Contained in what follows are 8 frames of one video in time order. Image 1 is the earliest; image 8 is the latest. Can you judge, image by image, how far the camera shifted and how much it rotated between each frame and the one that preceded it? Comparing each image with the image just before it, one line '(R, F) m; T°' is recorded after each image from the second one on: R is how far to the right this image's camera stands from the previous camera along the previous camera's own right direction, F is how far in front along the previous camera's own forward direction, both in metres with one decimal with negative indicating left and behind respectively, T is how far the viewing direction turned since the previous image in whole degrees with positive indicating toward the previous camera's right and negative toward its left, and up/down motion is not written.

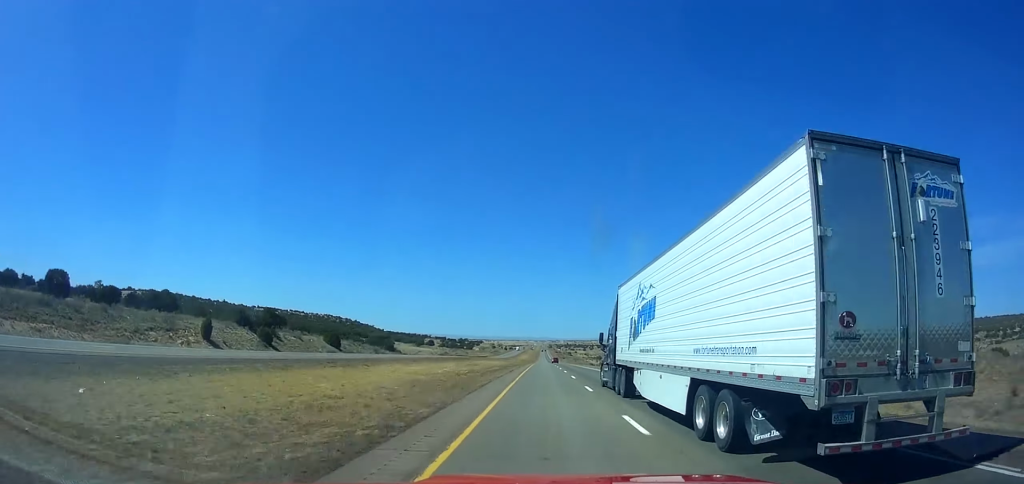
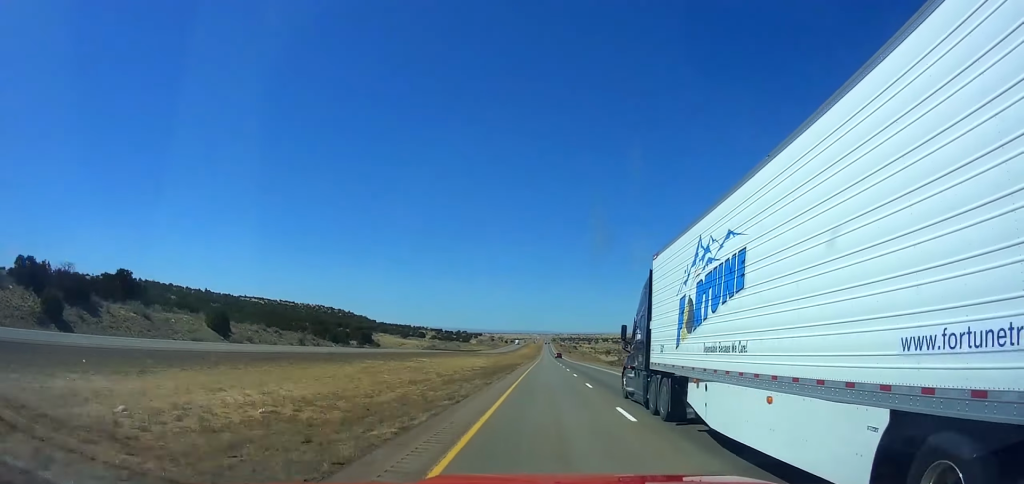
(+0.1, +46.3) m; 0°
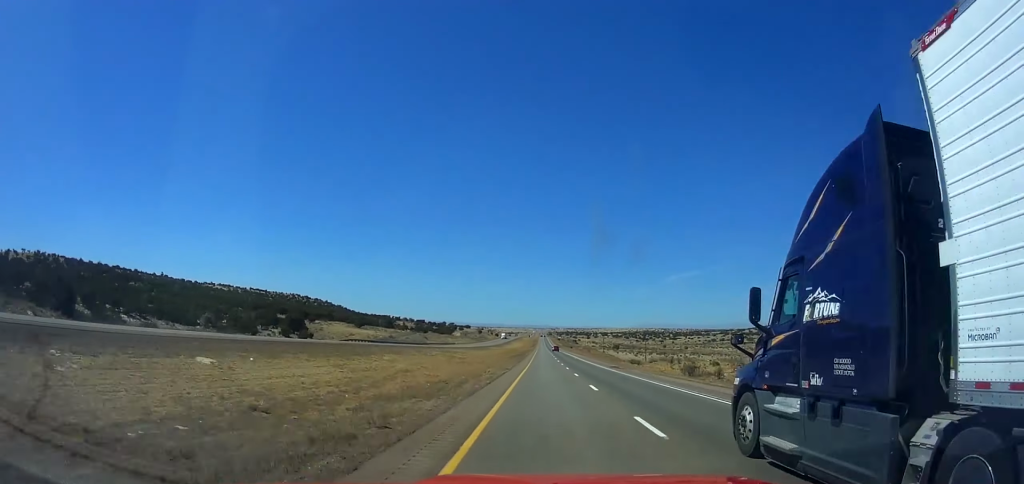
(-0.2, +75.1) m; 0°
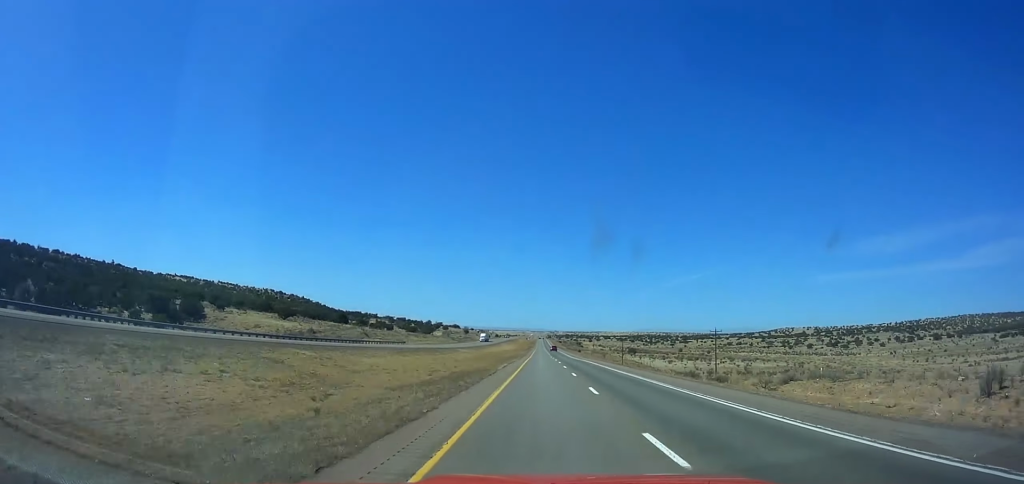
(-0.7, +75.4) m; 0°
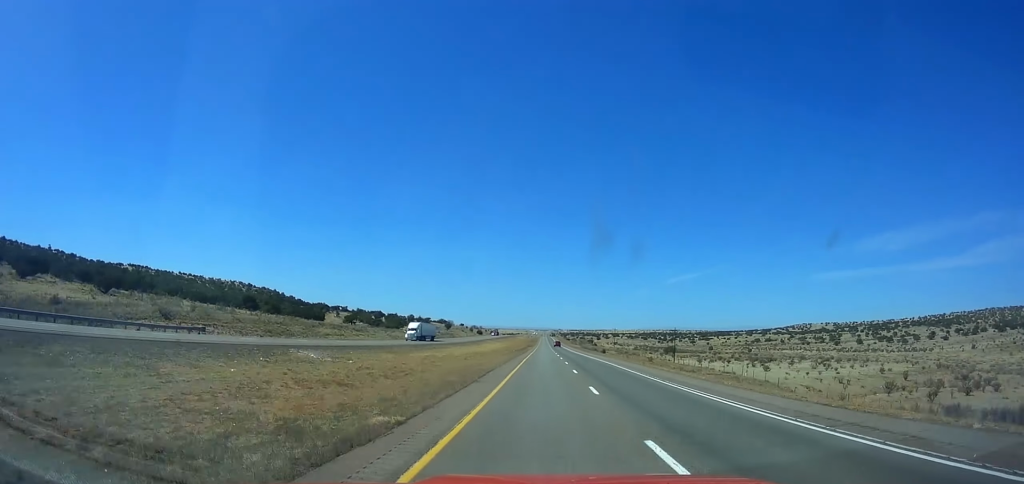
(+0.7, +86.2) m; 0°
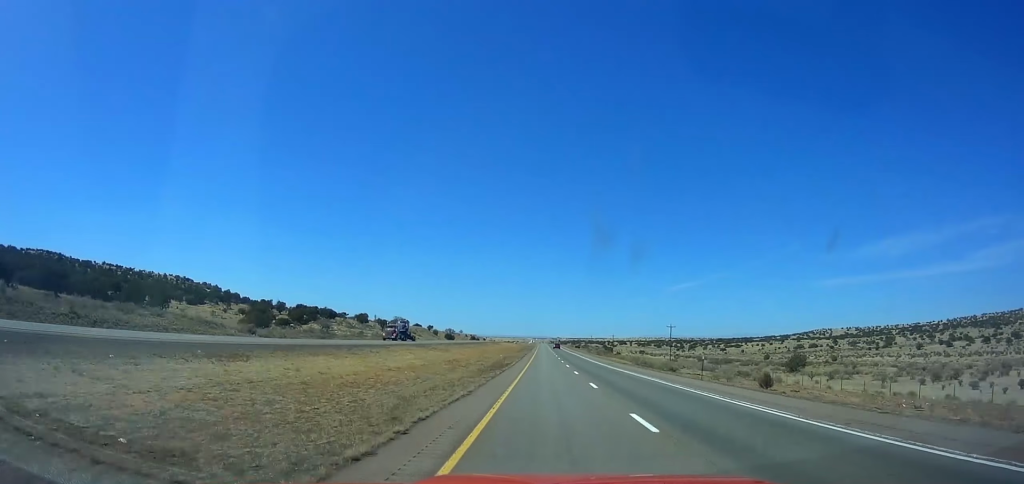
(-0.7, +118.2) m; 0°
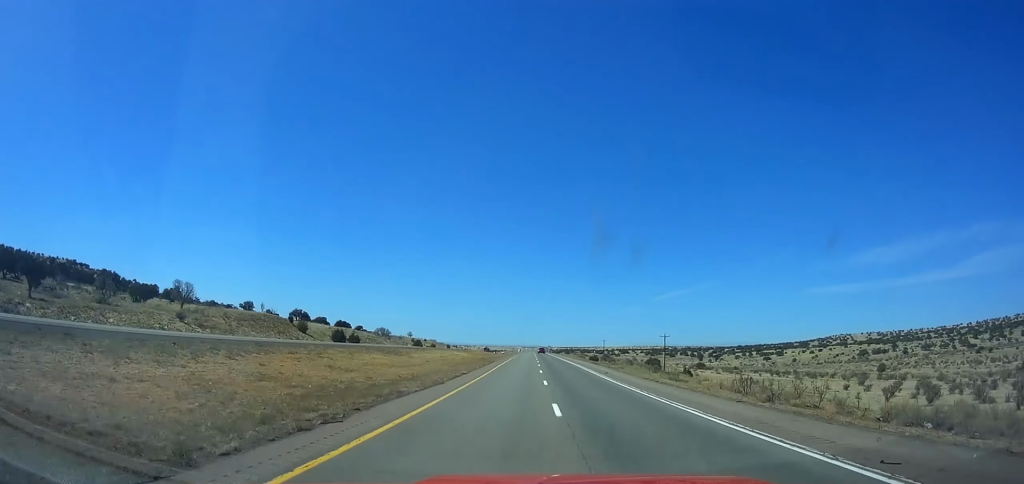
(+1.8, +131.7) m; +1°
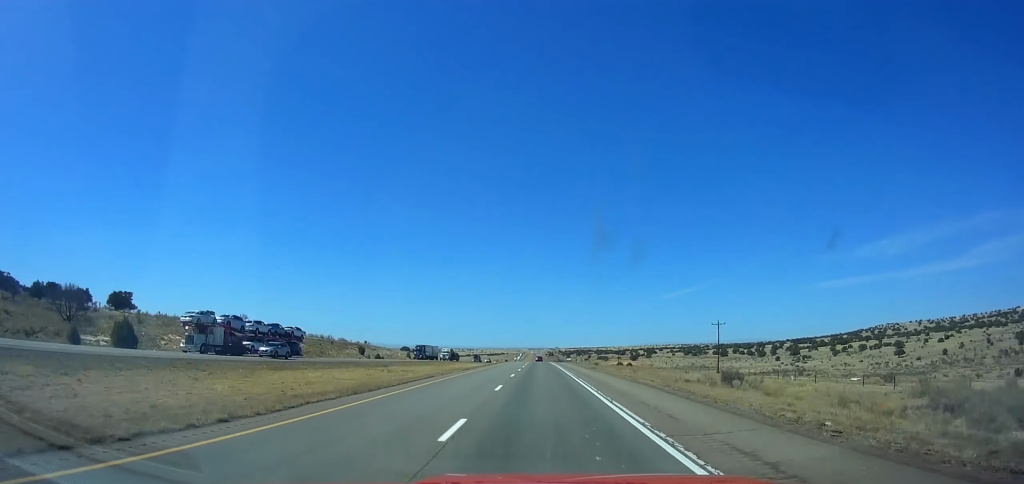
(-0.2, +163.2) m; 0°
